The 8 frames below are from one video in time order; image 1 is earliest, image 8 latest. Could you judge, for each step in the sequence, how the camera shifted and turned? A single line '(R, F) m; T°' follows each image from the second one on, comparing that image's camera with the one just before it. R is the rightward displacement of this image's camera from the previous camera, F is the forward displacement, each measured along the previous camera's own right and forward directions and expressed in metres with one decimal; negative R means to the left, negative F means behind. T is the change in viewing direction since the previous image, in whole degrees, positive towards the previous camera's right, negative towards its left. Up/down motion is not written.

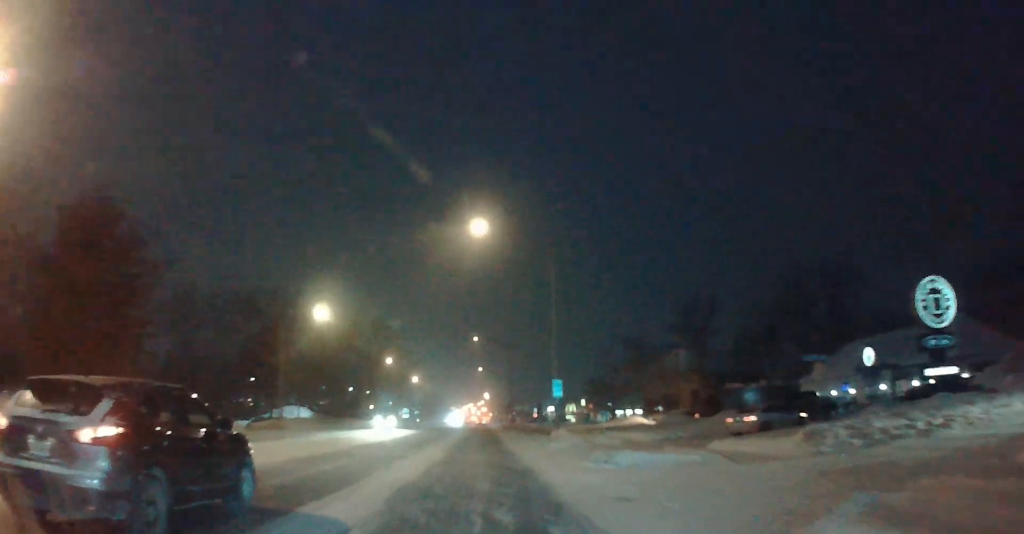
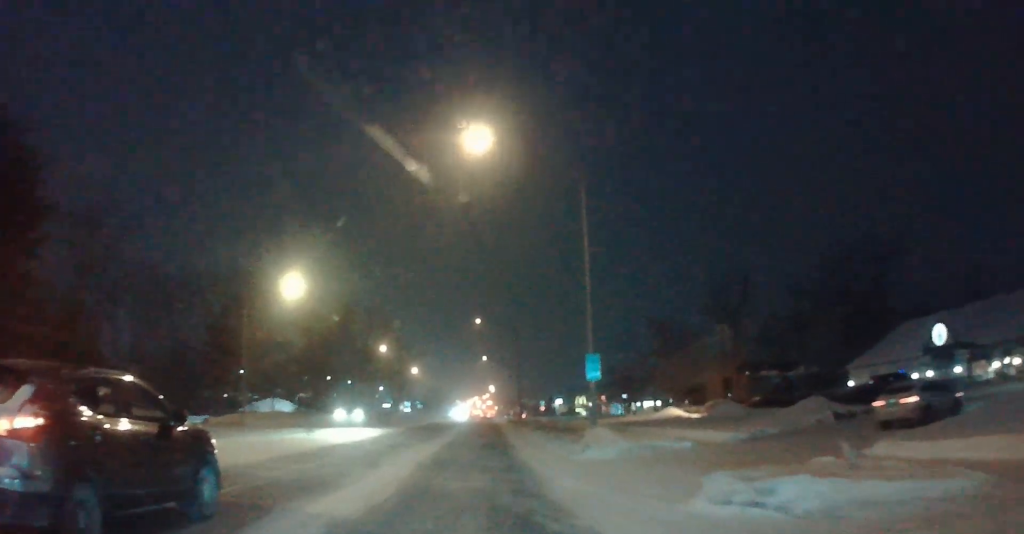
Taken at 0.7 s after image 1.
(0.0, +11.2) m; 0°
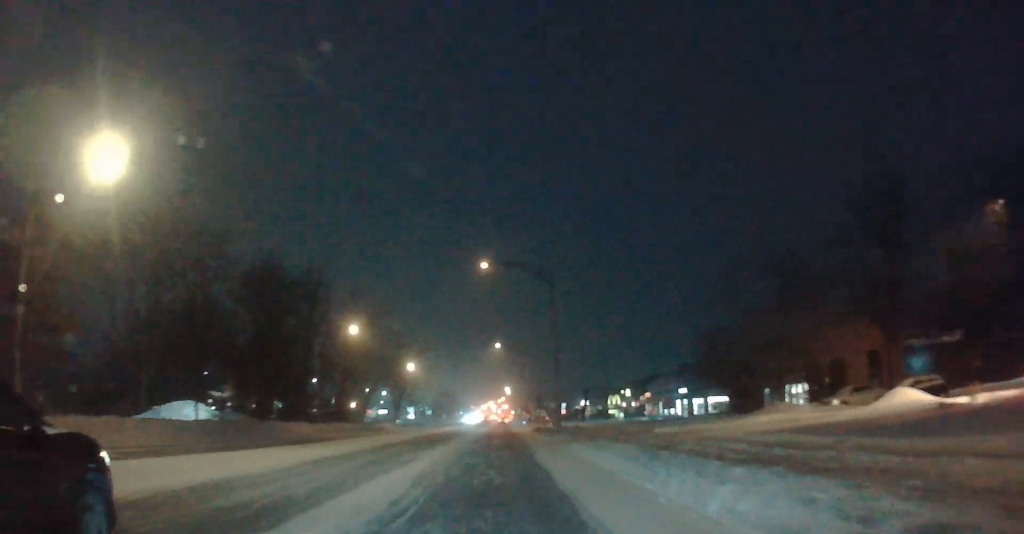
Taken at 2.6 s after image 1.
(0.0, +30.0) m; 0°
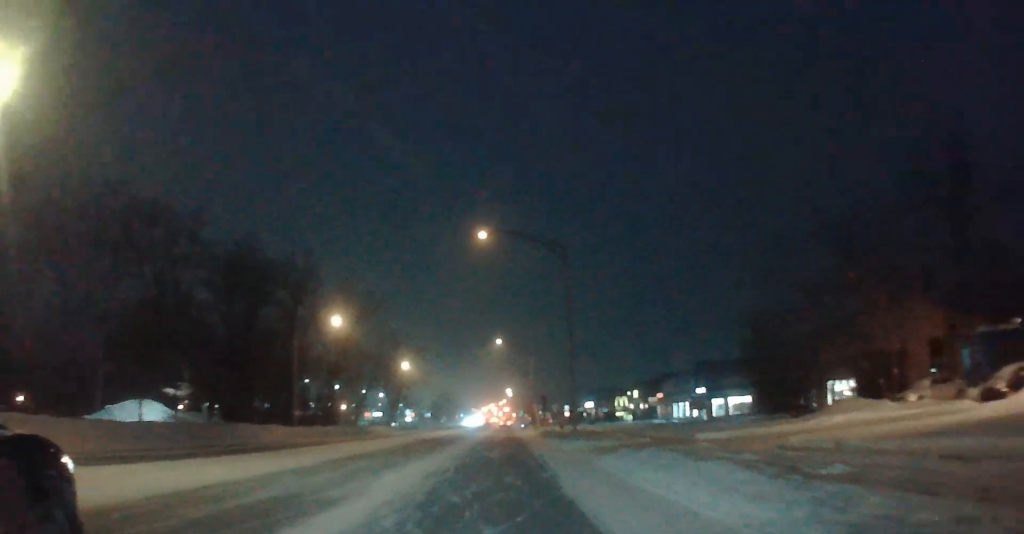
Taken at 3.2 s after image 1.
(0.0, +8.4) m; -1°
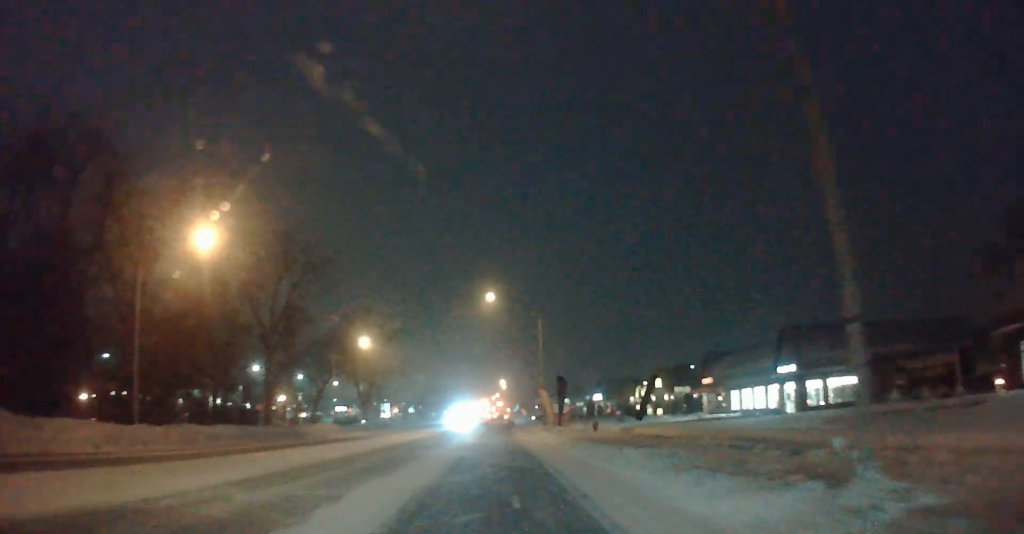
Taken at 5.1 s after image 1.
(+0.1, +28.9) m; +1°
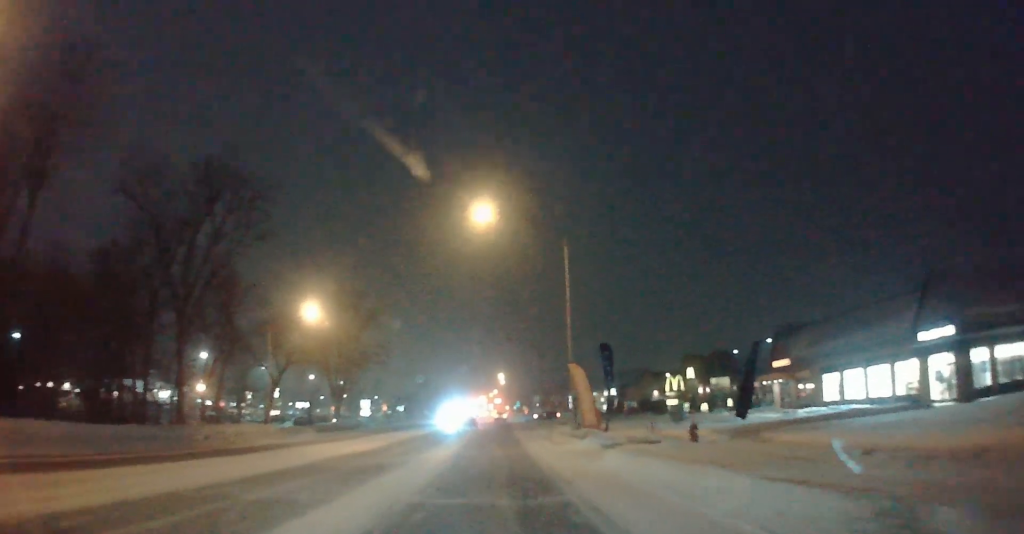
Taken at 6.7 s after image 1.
(-0.3, +23.5) m; 0°
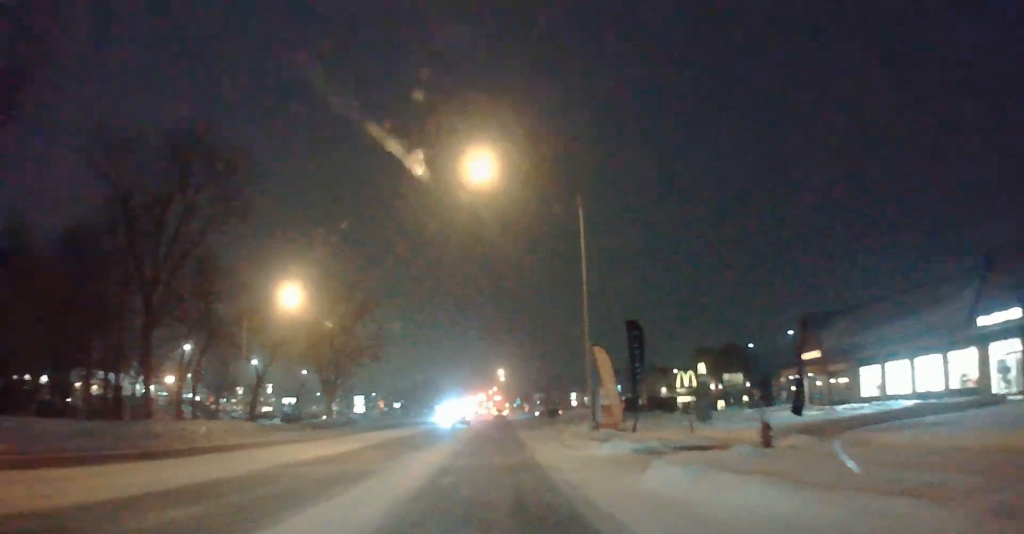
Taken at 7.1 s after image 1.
(+0.2, +5.8) m; 0°
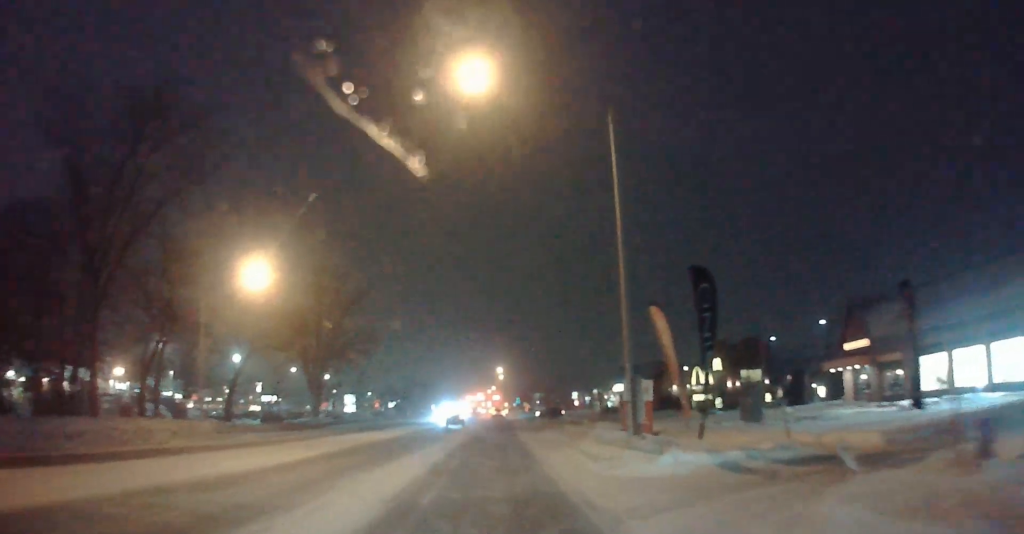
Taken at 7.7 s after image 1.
(+0.1, +8.2) m; 0°
